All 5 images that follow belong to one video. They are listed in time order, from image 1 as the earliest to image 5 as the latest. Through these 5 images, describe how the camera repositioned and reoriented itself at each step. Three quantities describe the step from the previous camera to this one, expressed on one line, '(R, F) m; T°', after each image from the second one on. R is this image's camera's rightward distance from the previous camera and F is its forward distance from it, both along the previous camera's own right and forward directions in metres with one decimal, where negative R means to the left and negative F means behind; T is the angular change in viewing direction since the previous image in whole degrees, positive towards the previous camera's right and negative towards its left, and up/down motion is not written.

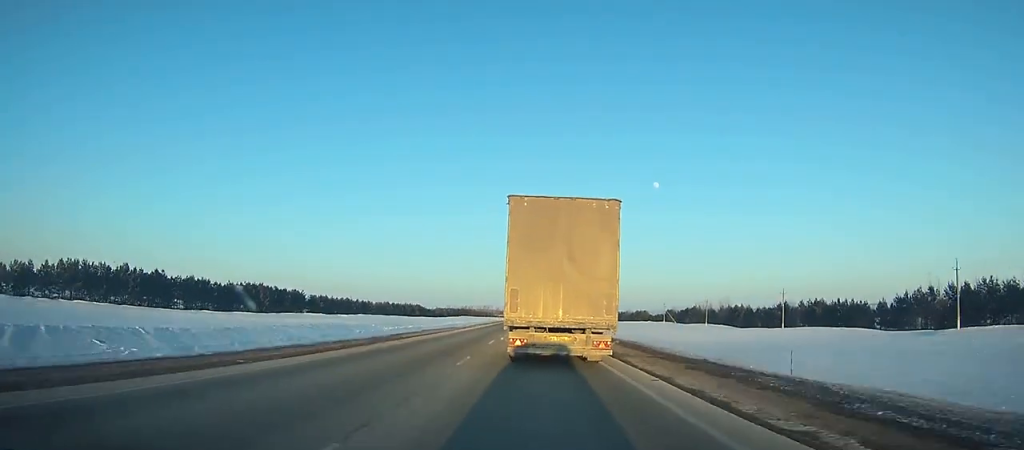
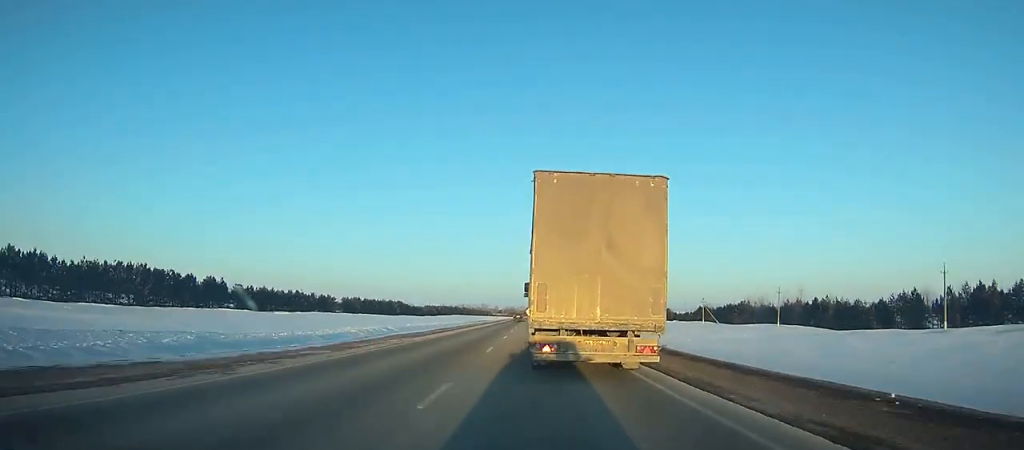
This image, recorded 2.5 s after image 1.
(-0.2, +55.7) m; -1°
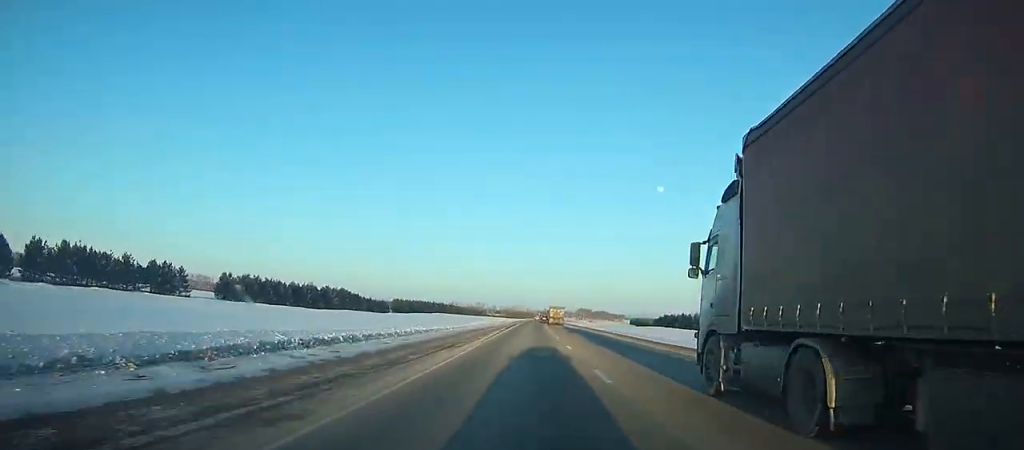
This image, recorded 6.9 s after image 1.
(+0.1, +105.3) m; +1°
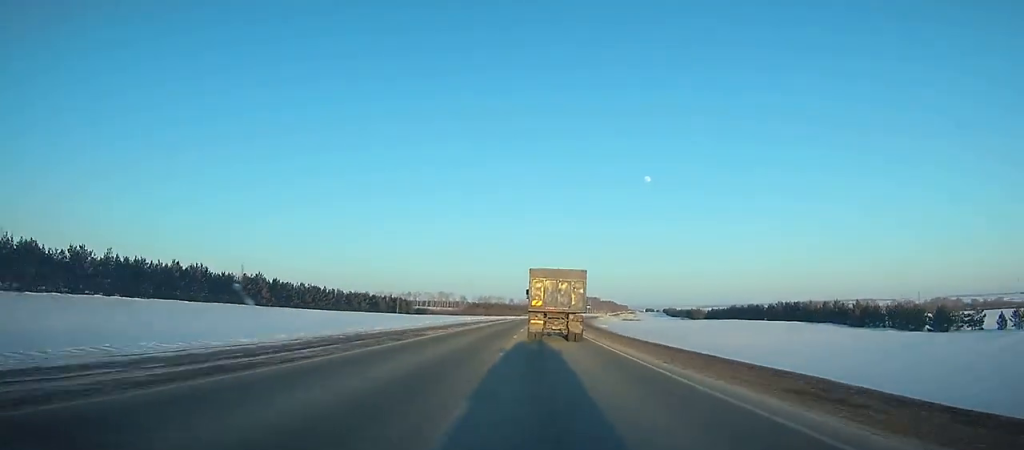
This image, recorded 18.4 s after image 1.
(+5.3, +287.9) m; +1°
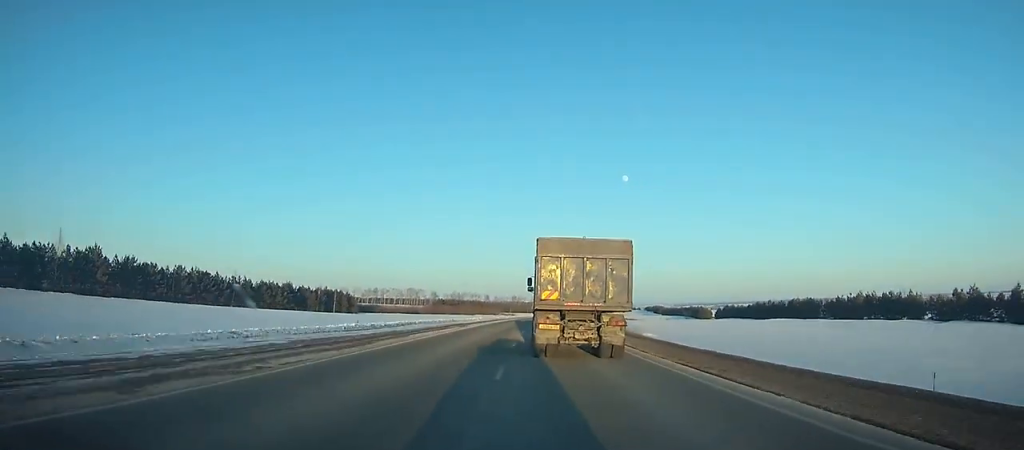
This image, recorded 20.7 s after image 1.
(+0.1, +52.8) m; +1°
